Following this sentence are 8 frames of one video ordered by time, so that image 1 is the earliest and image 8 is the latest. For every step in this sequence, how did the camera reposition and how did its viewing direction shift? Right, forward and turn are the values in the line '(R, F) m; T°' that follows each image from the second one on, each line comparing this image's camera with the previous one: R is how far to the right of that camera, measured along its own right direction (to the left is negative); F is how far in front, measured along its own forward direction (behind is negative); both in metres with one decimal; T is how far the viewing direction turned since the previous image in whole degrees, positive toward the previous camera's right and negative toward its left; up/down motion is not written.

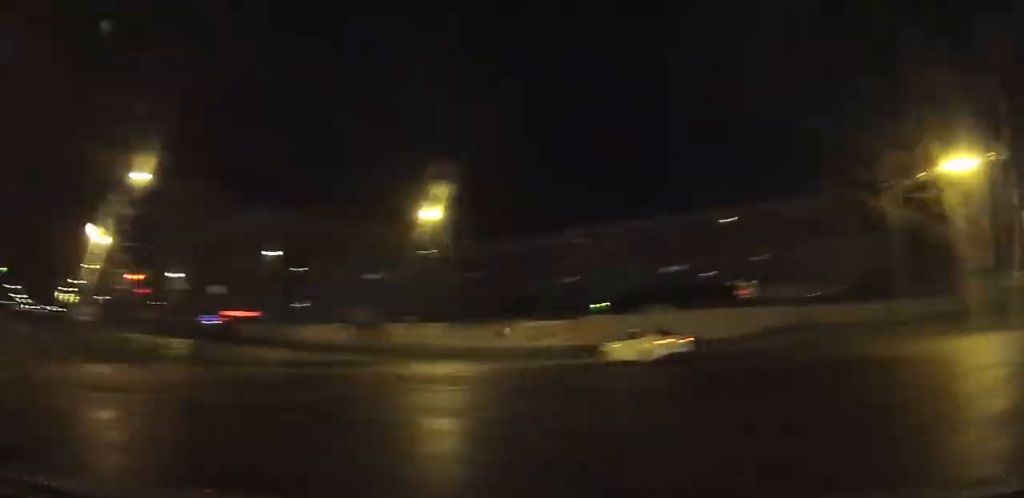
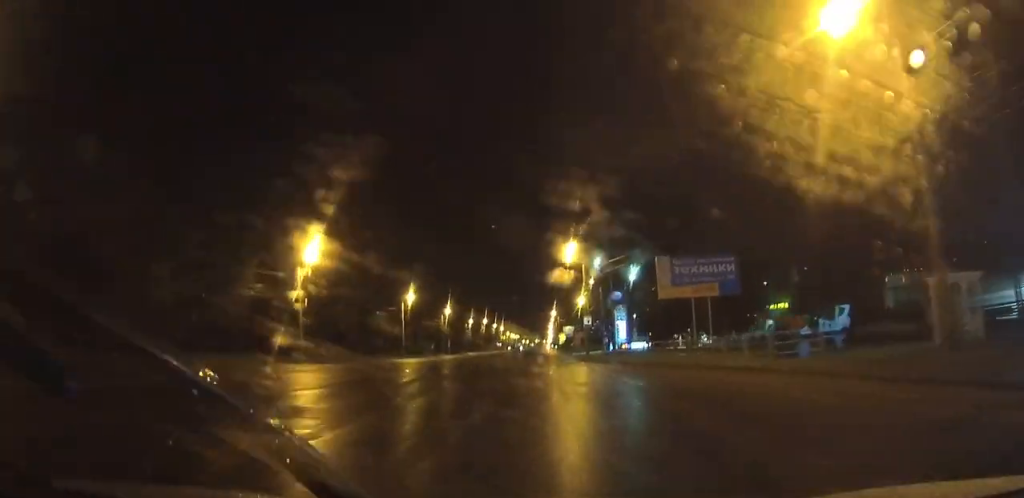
(-45.4, +21.6) m; -69°
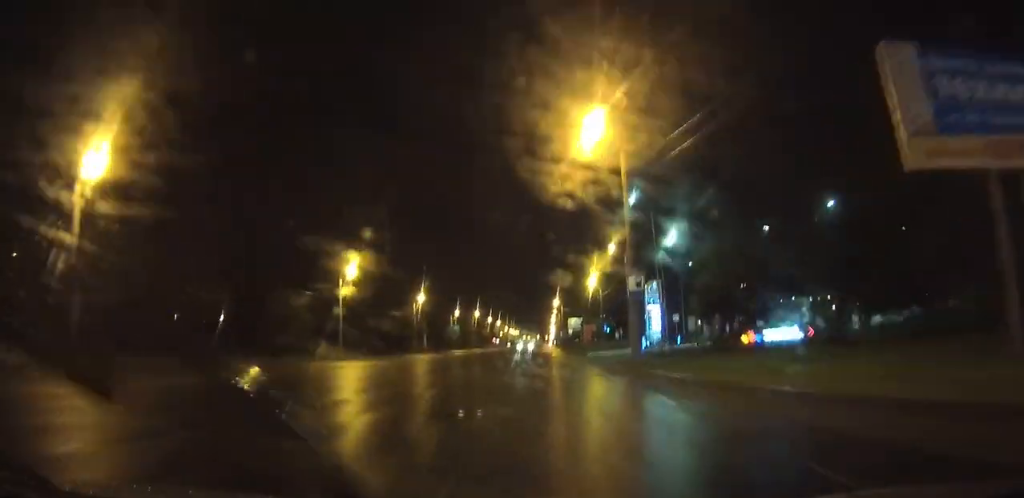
(-0.1, +31.3) m; 0°
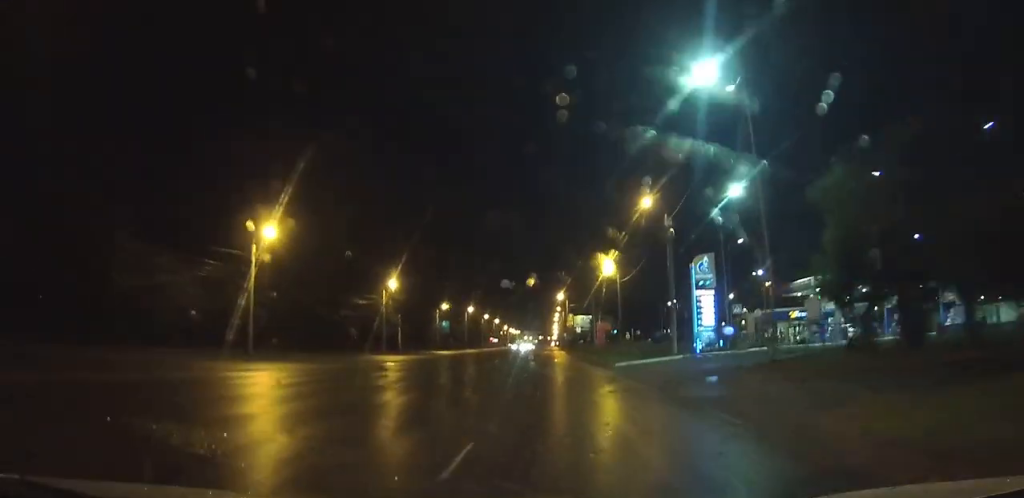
(+0.2, +24.5) m; 0°
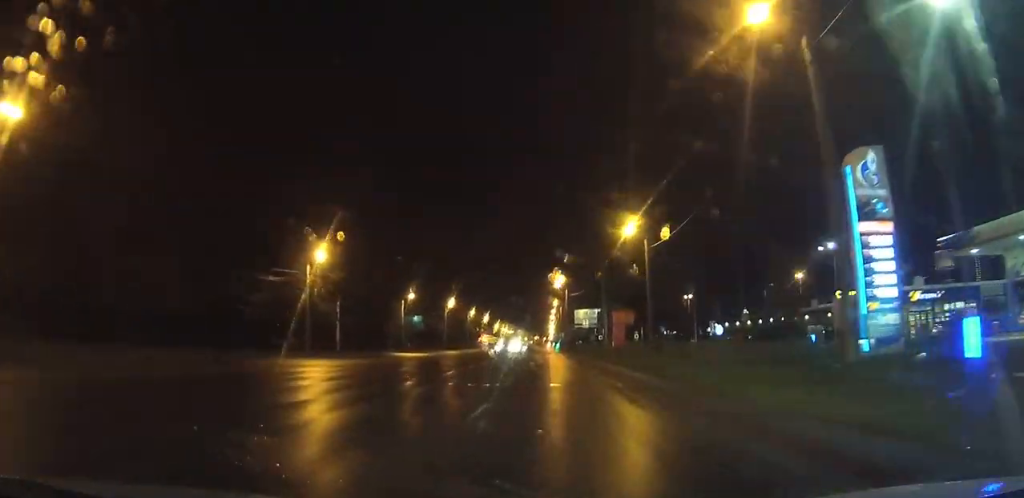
(0.0, +27.7) m; 0°
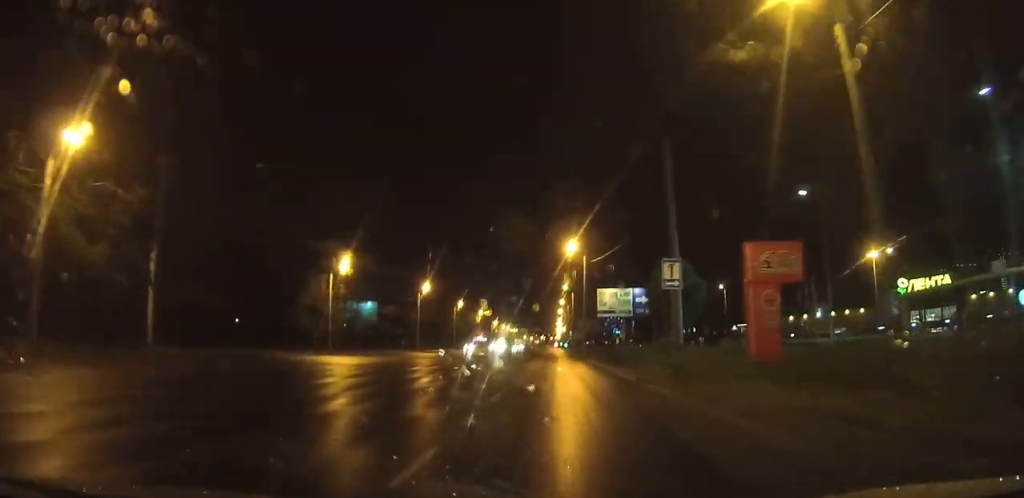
(-0.1, +33.9) m; 0°
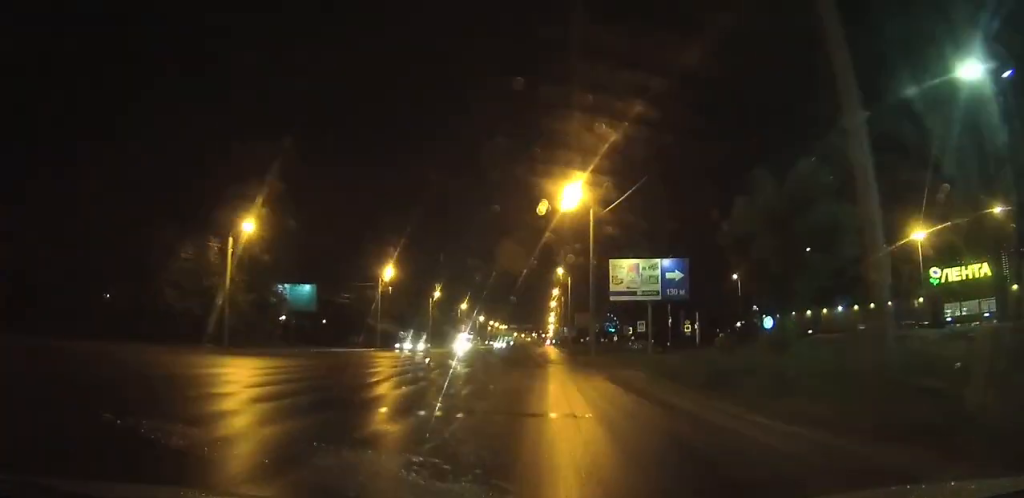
(+0.1, +17.2) m; +1°
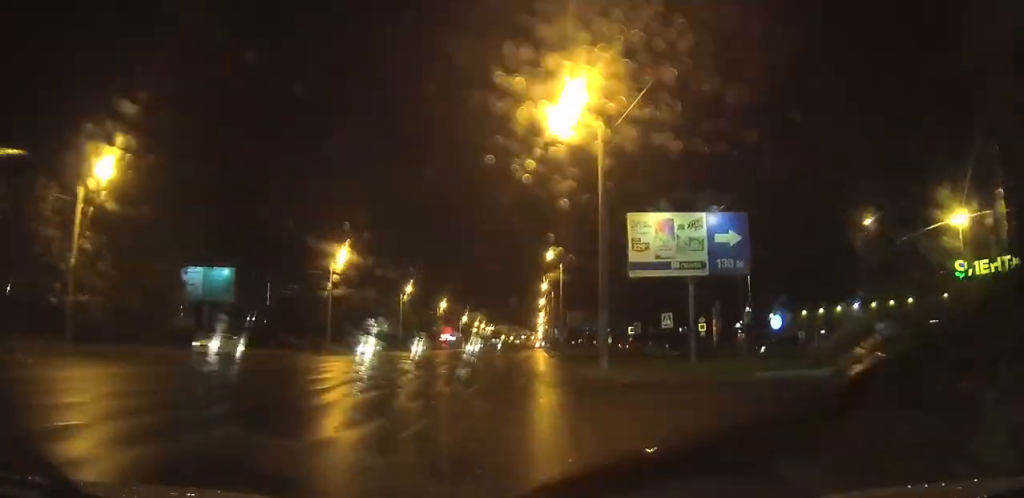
(+0.1, +14.5) m; +1°
